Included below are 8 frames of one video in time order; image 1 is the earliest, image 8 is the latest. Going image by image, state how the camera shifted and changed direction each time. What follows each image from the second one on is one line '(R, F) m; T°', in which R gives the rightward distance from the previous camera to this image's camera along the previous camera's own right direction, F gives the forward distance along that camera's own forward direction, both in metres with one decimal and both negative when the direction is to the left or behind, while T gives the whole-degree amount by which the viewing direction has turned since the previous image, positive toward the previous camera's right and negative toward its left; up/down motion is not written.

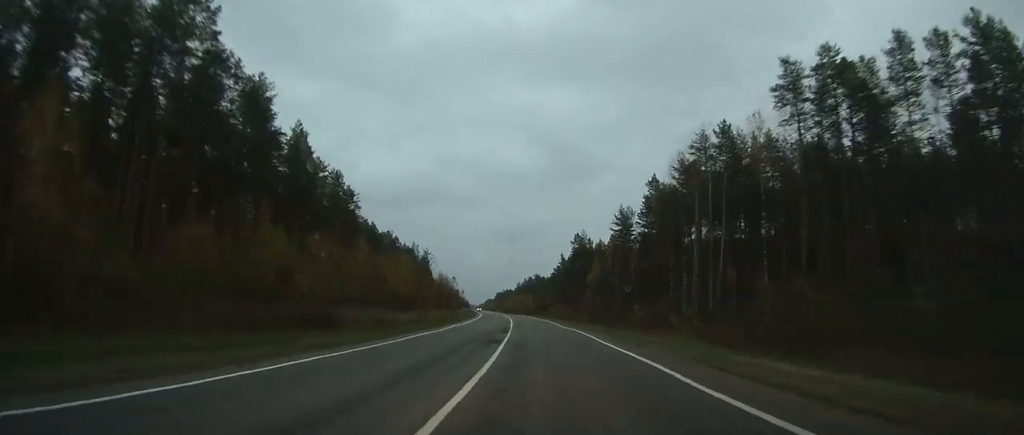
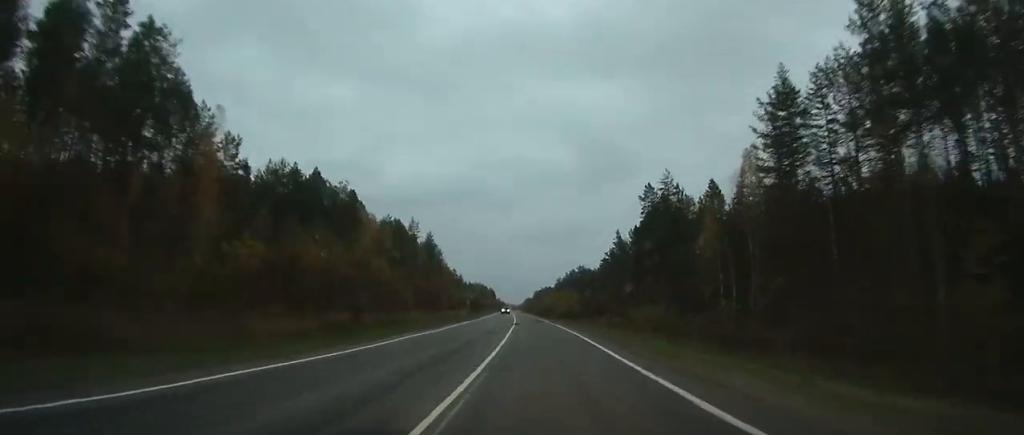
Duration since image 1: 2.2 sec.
(-2.3, +60.4) m; -4°
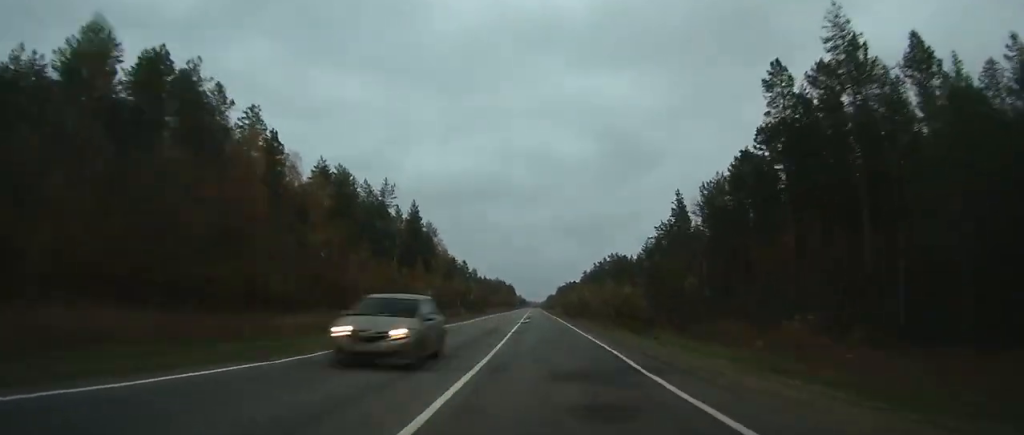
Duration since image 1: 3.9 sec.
(-1.4, +50.5) m; -2°
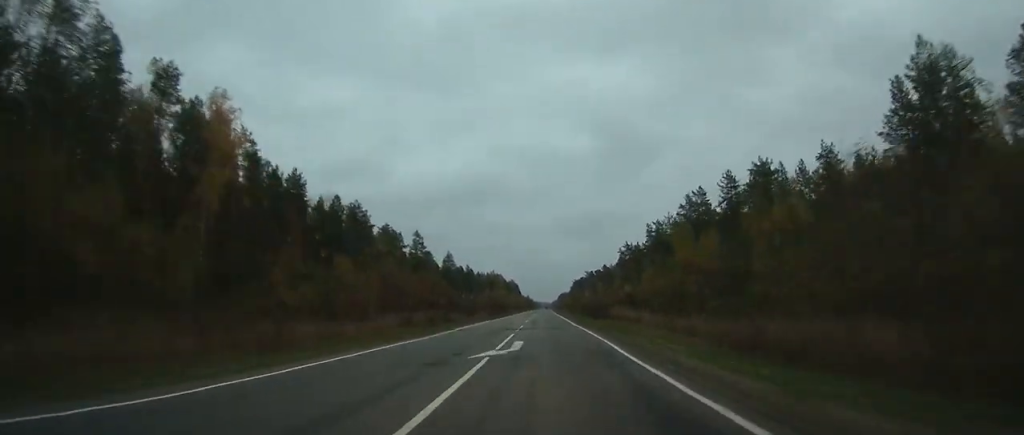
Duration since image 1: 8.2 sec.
(-4.9, +130.1) m; -3°
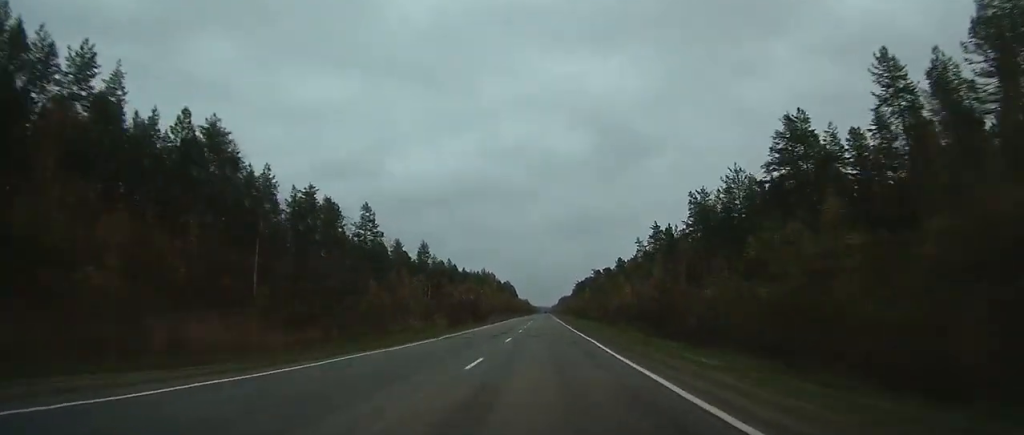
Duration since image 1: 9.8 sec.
(+0.3, +45.7) m; 0°
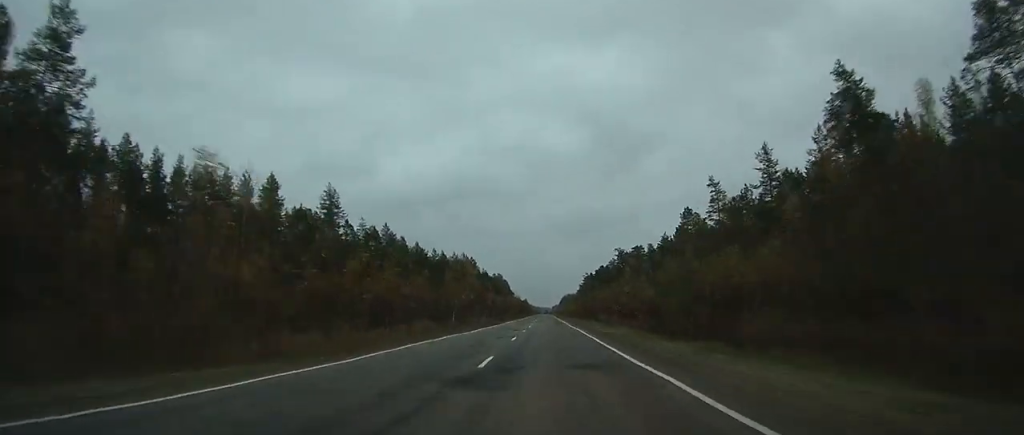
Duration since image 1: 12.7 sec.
(+0.4, +82.6) m; 0°
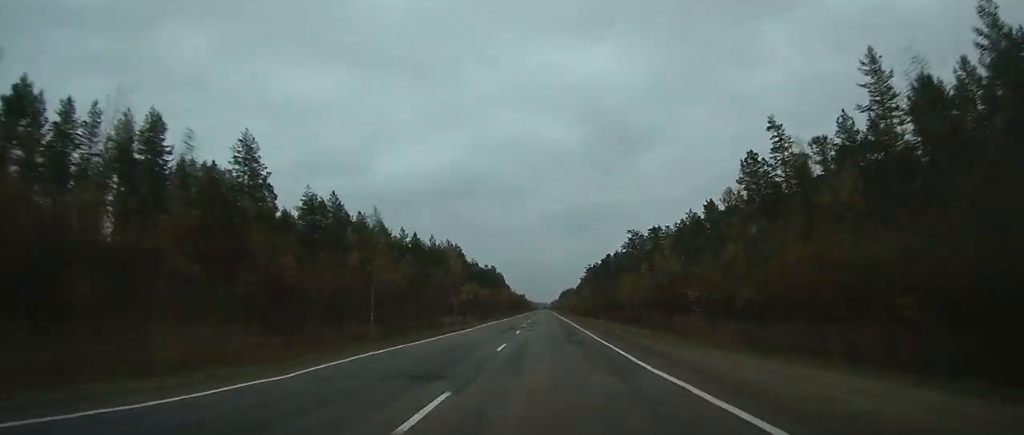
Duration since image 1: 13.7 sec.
(0.0, +32.7) m; 0°
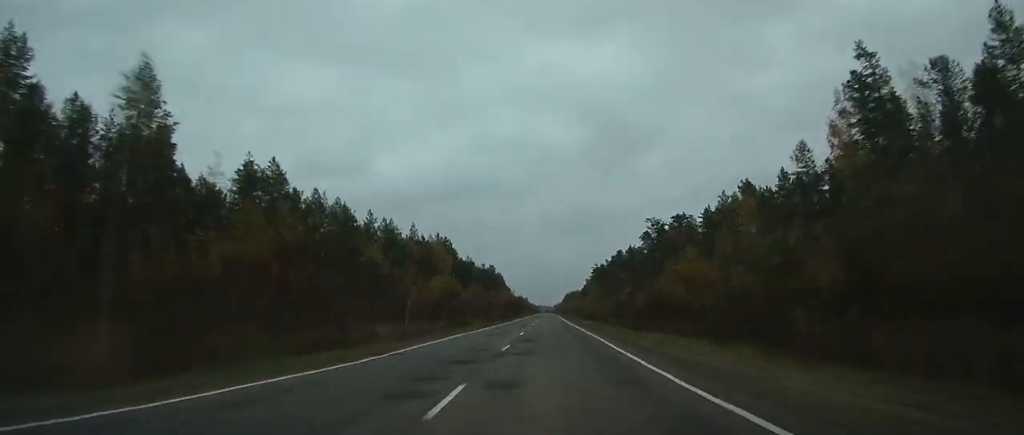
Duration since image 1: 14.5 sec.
(0.0, +24.4) m; 0°
